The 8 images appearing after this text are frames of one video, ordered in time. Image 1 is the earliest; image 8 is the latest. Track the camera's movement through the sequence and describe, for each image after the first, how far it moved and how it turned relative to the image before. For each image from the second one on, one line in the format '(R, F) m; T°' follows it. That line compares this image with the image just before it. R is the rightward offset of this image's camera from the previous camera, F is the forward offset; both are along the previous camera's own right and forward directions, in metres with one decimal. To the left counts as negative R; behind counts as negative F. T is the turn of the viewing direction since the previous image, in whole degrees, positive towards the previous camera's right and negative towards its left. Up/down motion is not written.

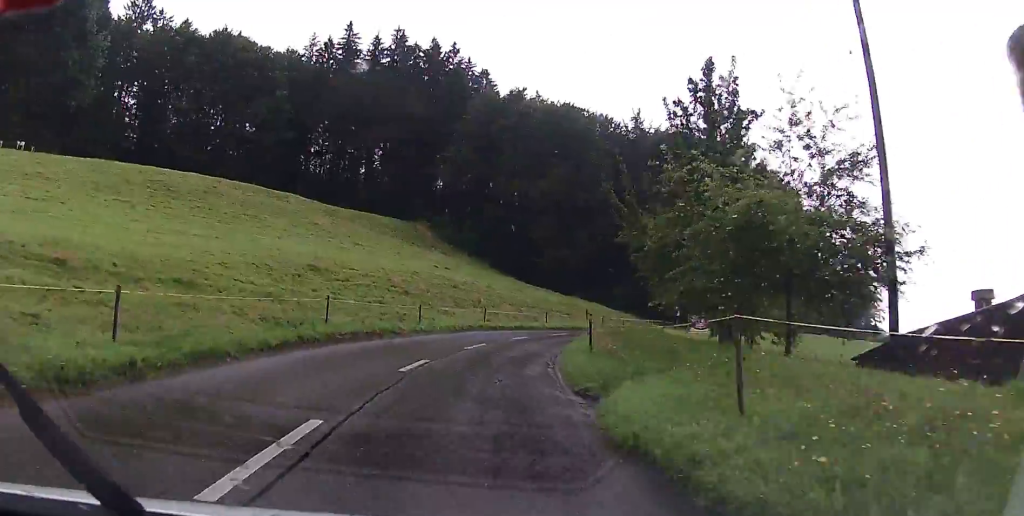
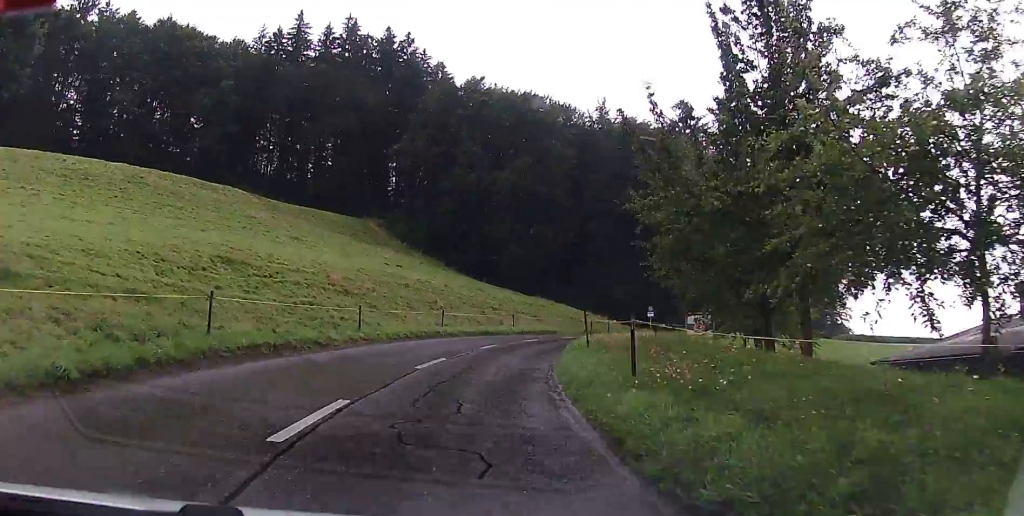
(+0.1, +7.2) m; +4°
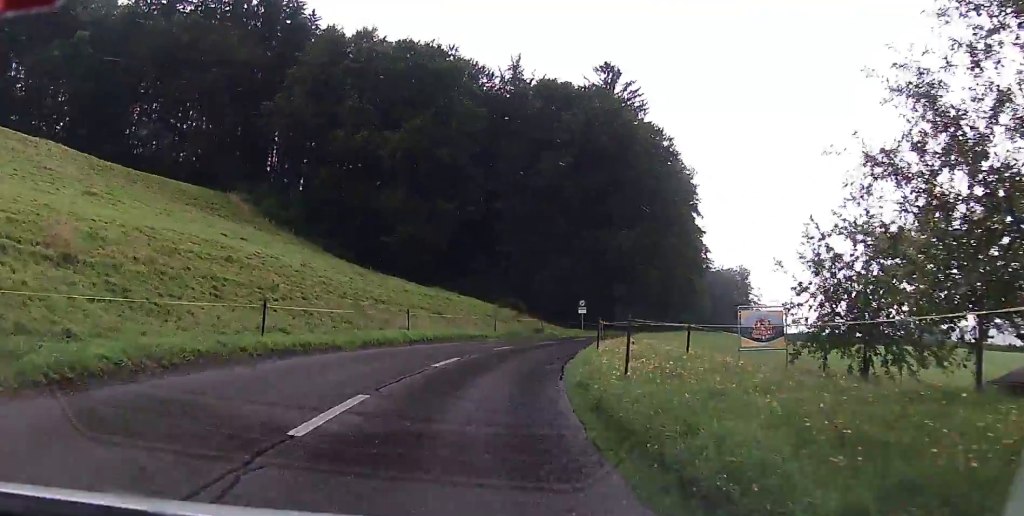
(+1.8, +18.3) m; +10°
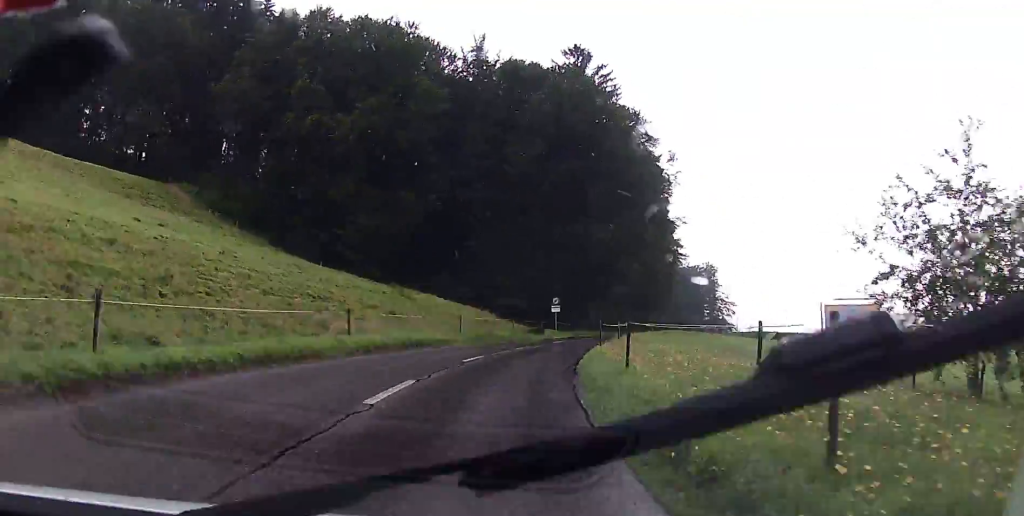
(+0.2, +6.6) m; +3°
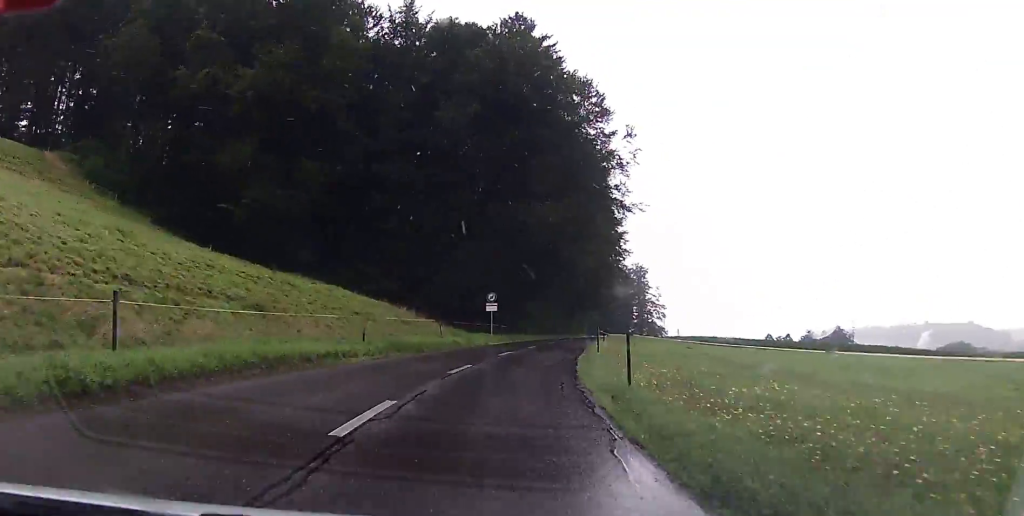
(0.0, +11.3) m; +11°
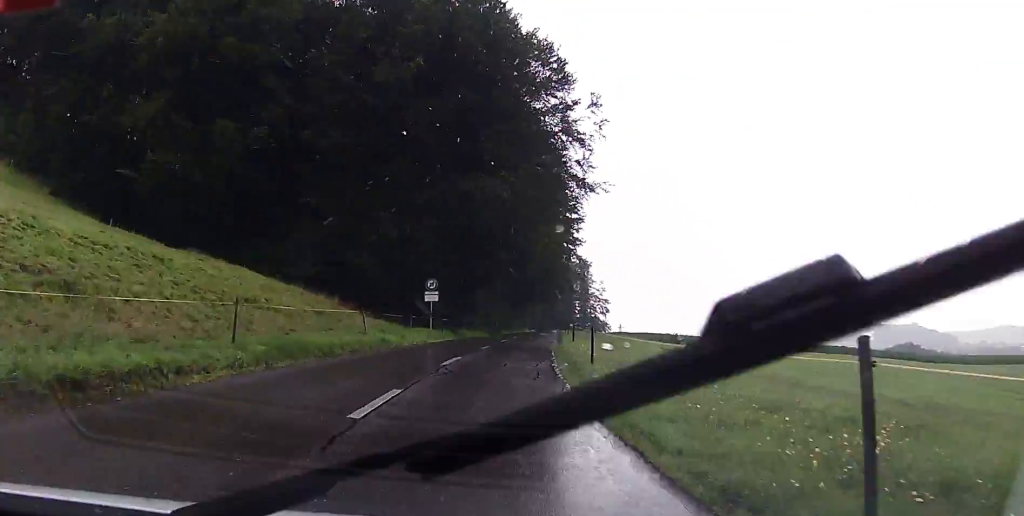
(+1.4, +8.2) m; +6°
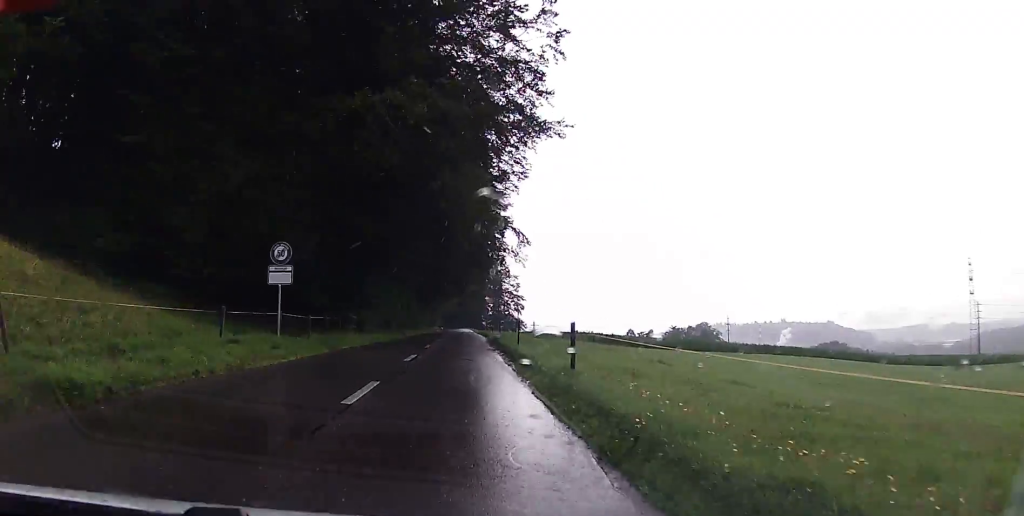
(+1.1, +17.4) m; +4°
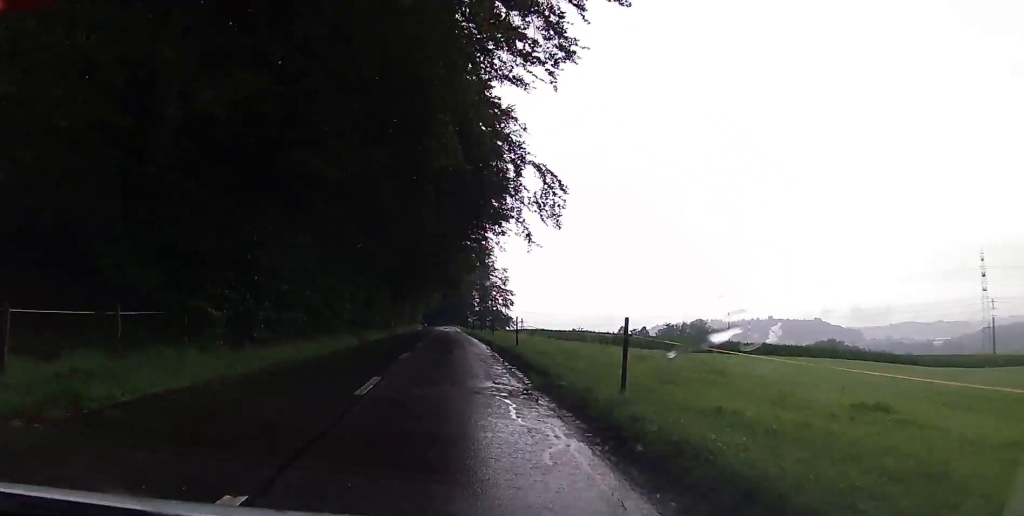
(0.0, +18.1) m; 0°
